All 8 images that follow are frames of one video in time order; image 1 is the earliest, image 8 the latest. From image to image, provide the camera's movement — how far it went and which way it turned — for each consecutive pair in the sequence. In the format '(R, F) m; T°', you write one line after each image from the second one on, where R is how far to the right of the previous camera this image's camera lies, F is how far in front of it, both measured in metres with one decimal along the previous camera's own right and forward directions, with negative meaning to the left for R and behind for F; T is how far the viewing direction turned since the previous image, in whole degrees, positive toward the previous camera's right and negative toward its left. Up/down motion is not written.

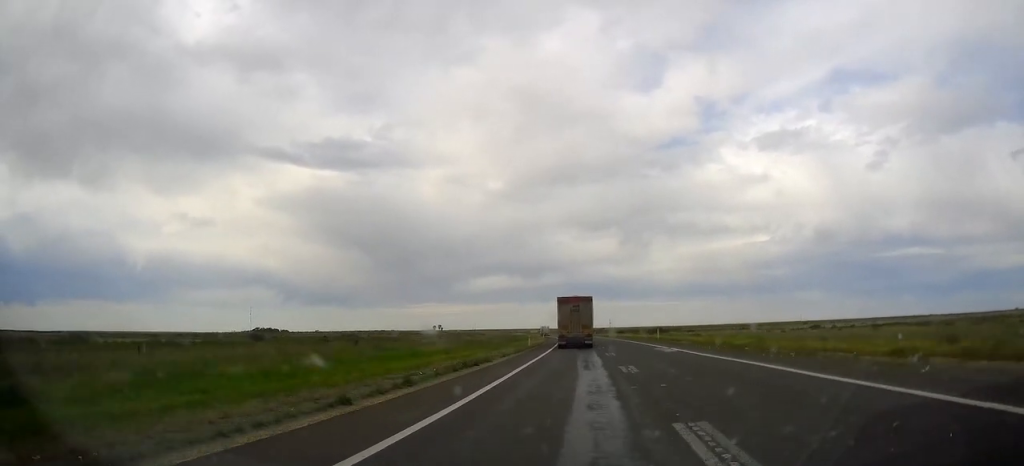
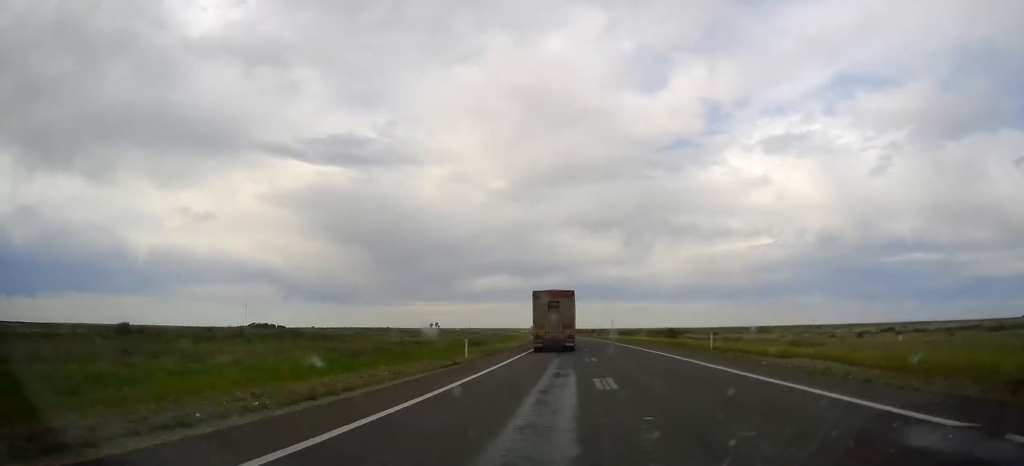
(0.0, +28.1) m; 0°
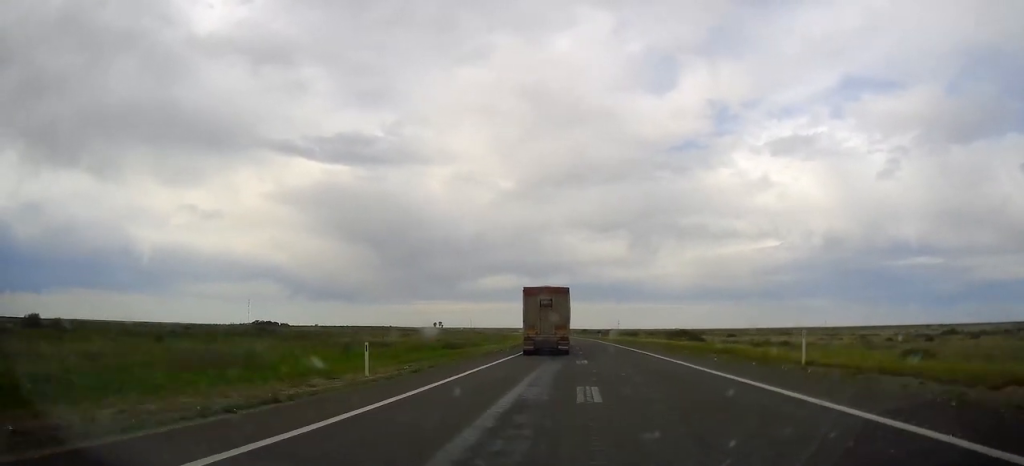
(0.0, +13.5) m; 0°
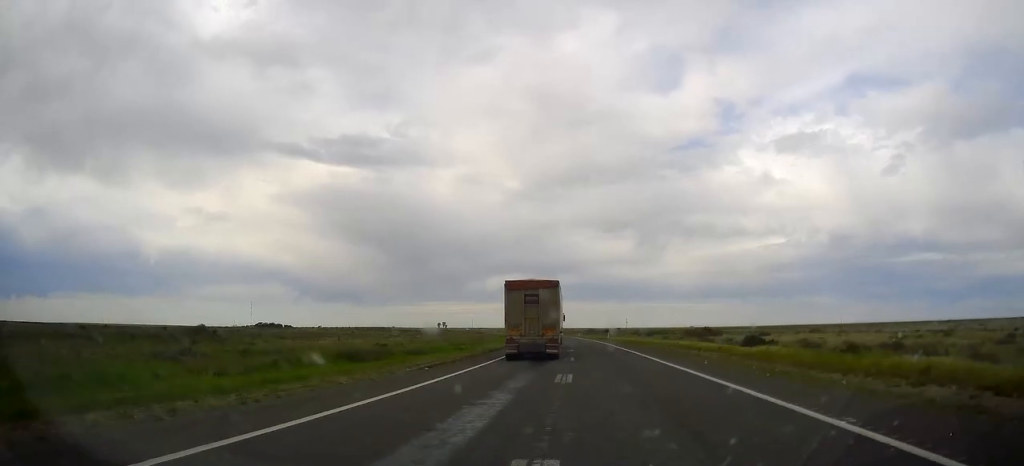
(0.0, +20.1) m; 0°
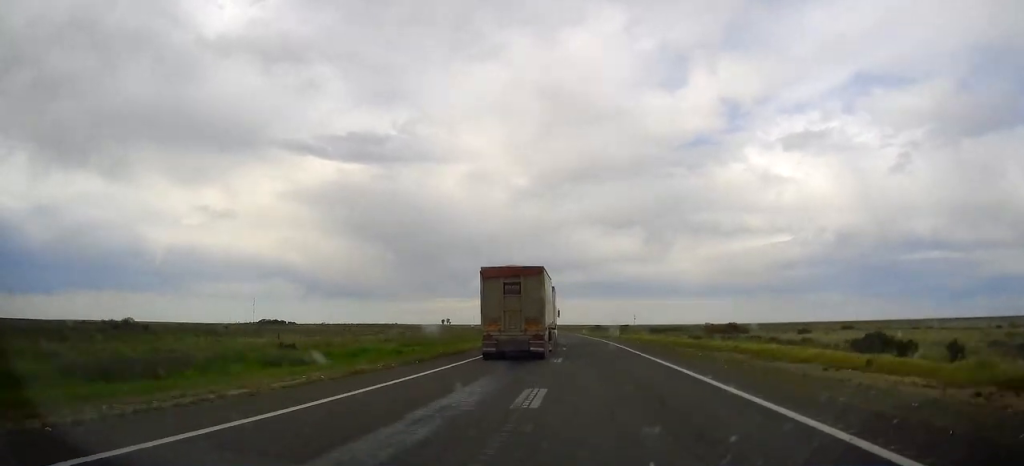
(0.0, +16.8) m; -1°
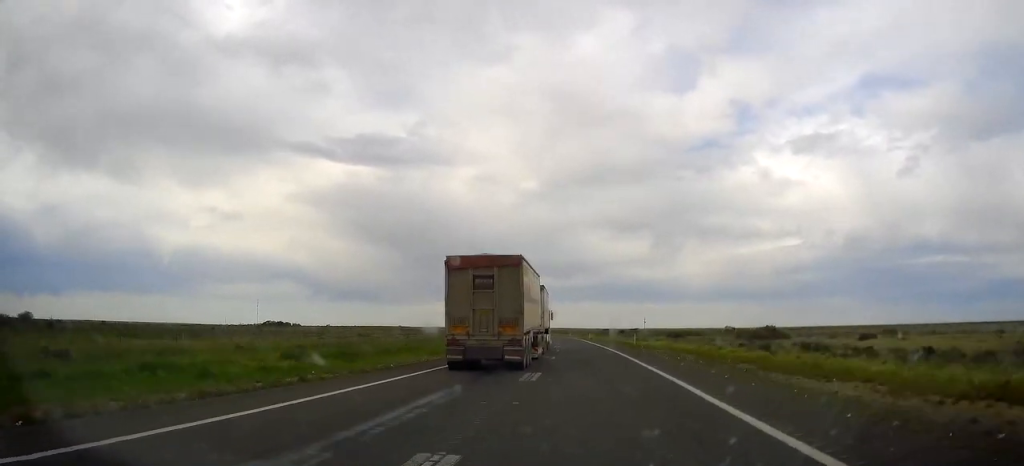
(+0.2, +19.0) m; -1°
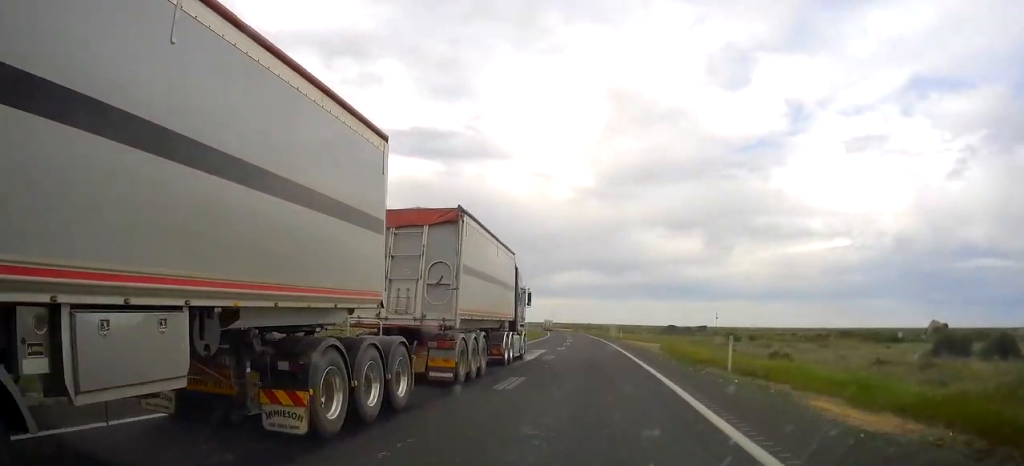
(-3.7, +86.2) m; -4°
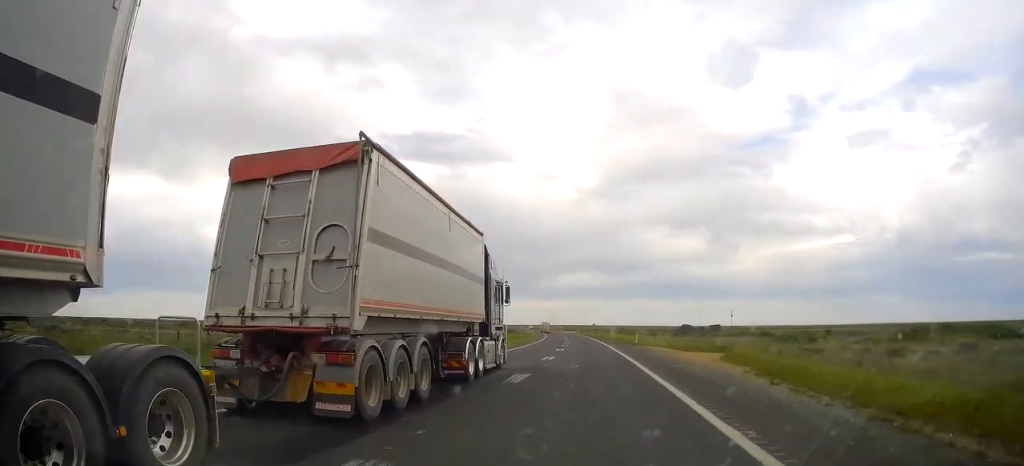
(-0.2, +21.6) m; -1°
